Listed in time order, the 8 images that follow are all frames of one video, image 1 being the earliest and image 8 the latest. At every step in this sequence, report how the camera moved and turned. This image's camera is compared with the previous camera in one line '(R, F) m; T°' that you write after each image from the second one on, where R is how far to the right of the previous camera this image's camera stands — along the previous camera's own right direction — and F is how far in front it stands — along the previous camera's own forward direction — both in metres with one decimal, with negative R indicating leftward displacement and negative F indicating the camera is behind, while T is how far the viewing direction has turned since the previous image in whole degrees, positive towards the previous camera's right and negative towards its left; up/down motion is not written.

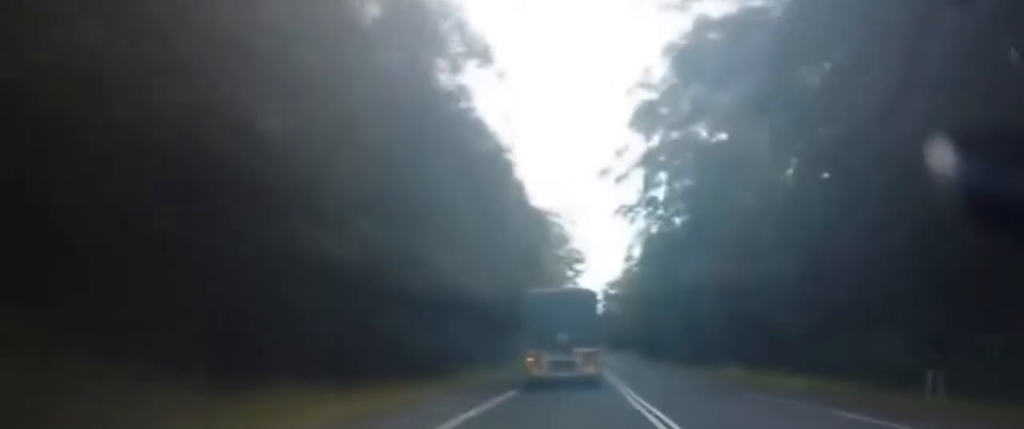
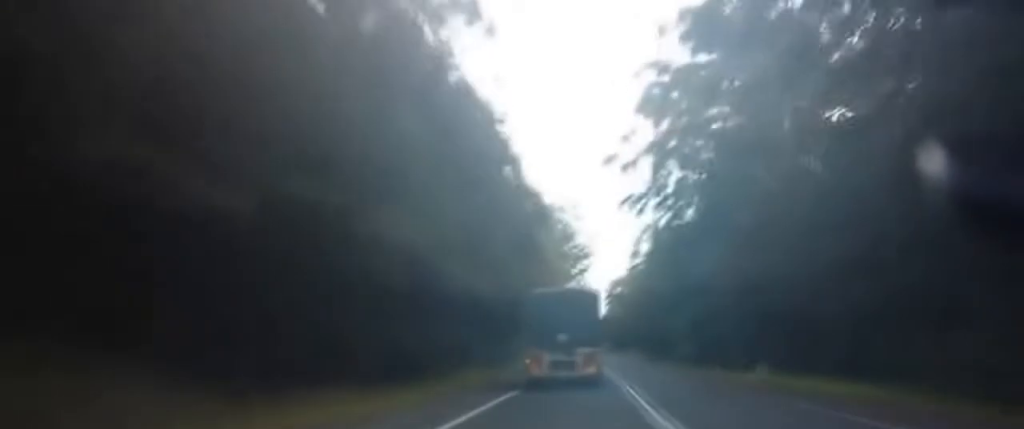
(-0.1, +8.6) m; -1°
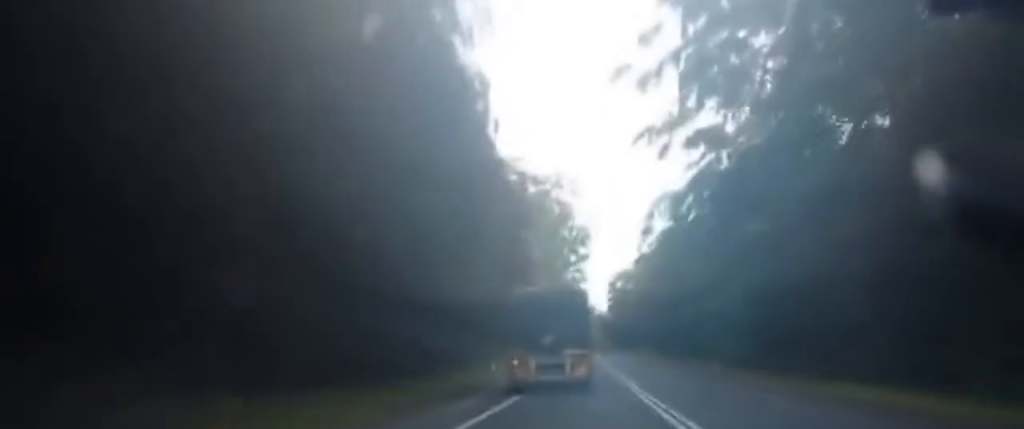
(-0.7, +33.5) m; -3°
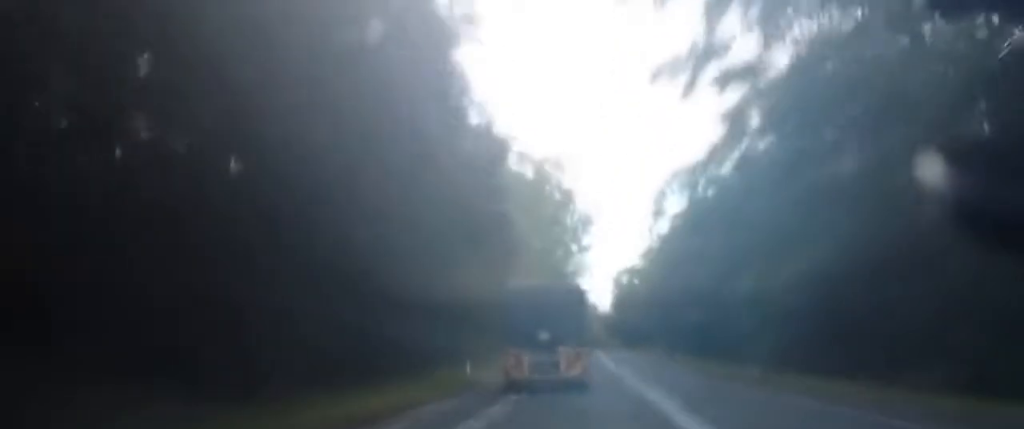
(-0.6, +16.8) m; +2°
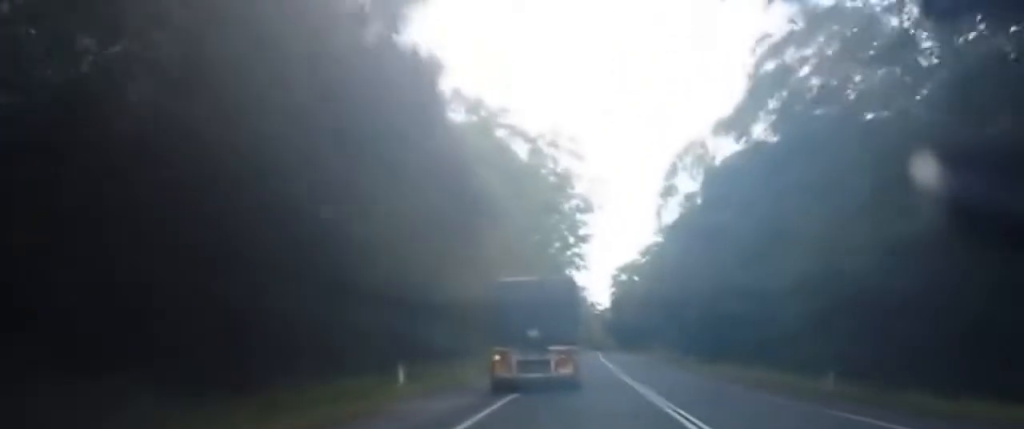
(+1.3, +18.4) m; +1°
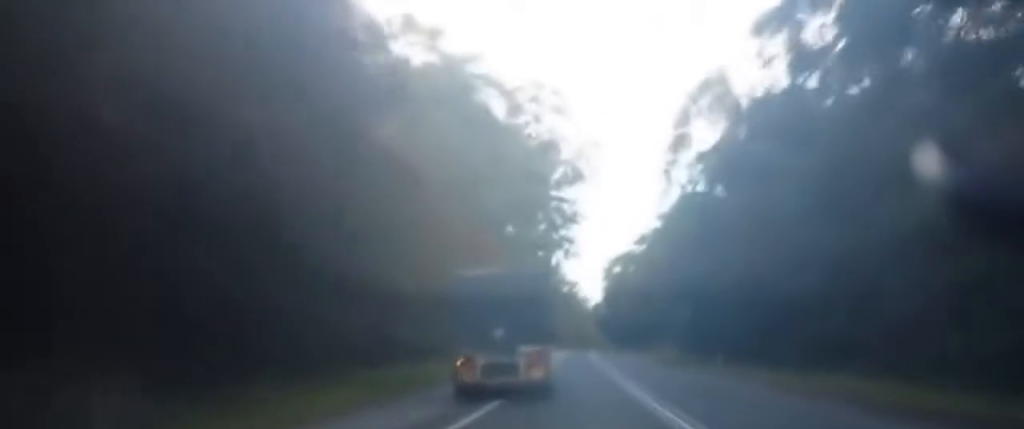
(-1.0, +21.1) m; -2°
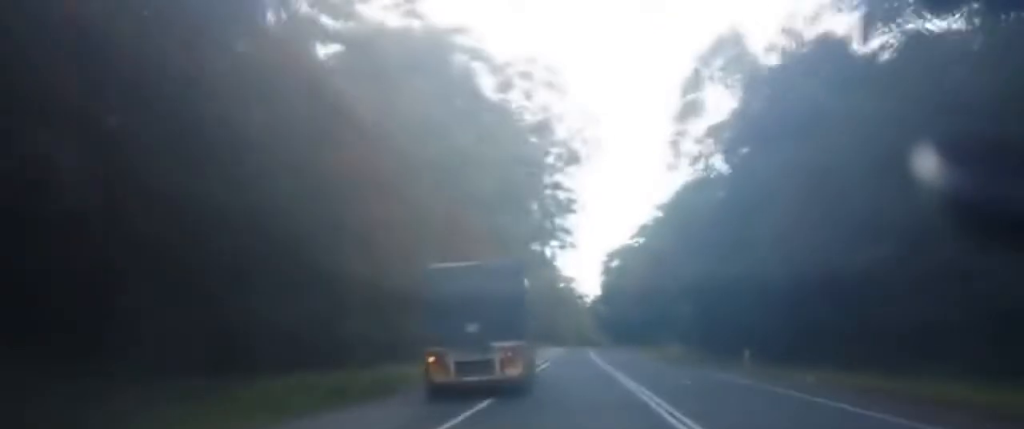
(0.0, +11.1) m; +2°
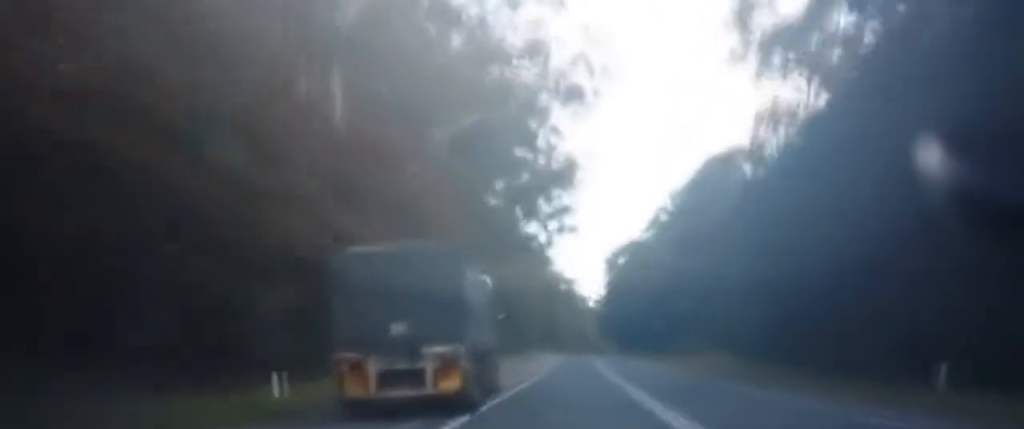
(+0.3, +26.9) m; -3°
